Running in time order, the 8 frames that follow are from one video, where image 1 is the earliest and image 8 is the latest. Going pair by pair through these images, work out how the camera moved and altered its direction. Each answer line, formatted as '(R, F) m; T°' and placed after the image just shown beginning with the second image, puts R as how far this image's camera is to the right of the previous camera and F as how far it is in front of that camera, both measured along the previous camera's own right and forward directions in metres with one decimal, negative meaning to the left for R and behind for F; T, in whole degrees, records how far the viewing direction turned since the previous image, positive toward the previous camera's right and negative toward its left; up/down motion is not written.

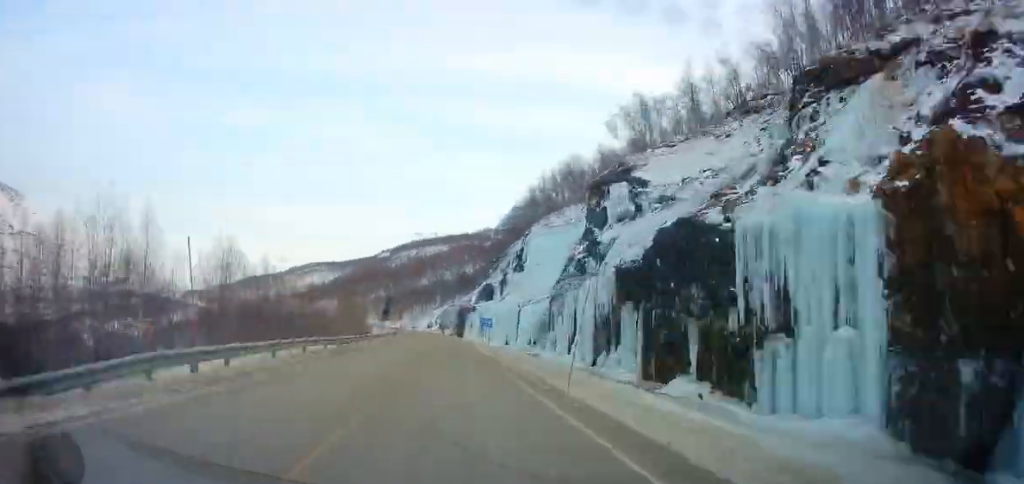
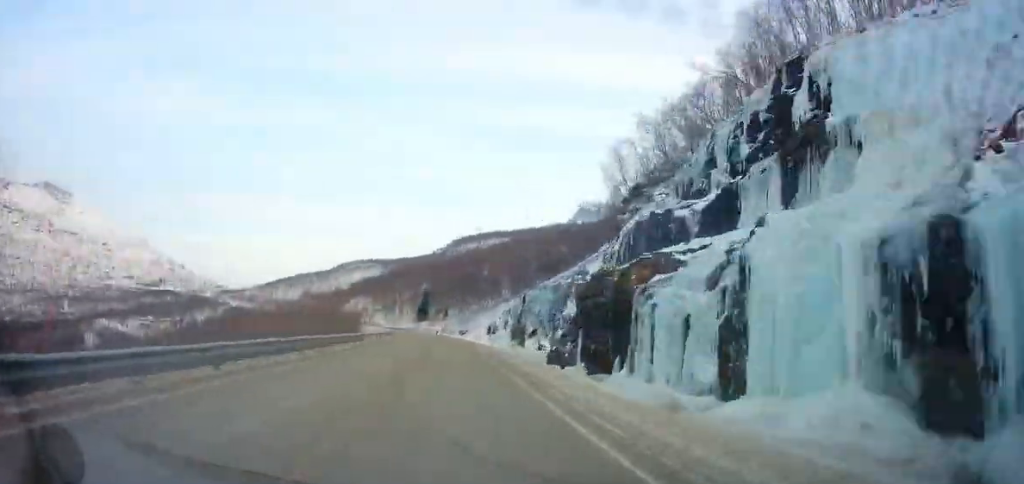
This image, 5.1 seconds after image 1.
(0.0, +111.4) m; -6°
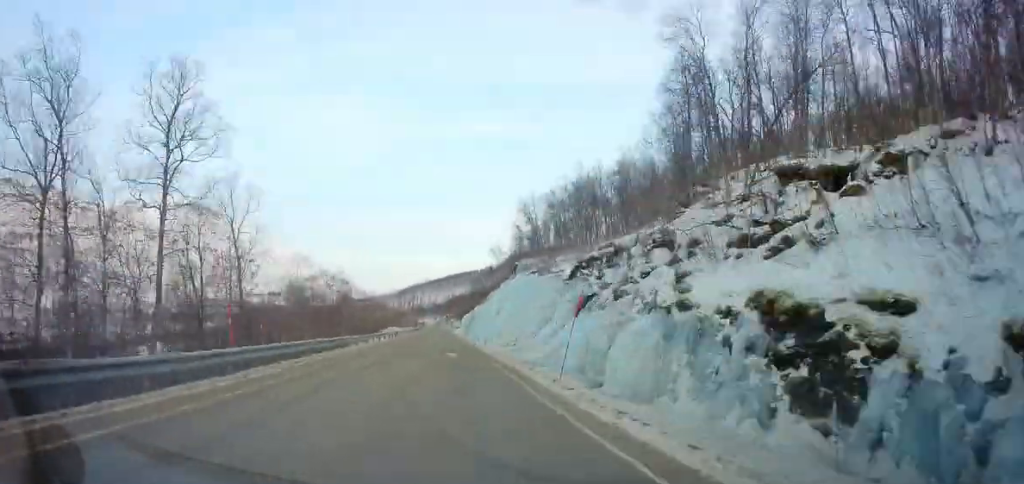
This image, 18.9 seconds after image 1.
(-44.8, +302.8) m; -12°
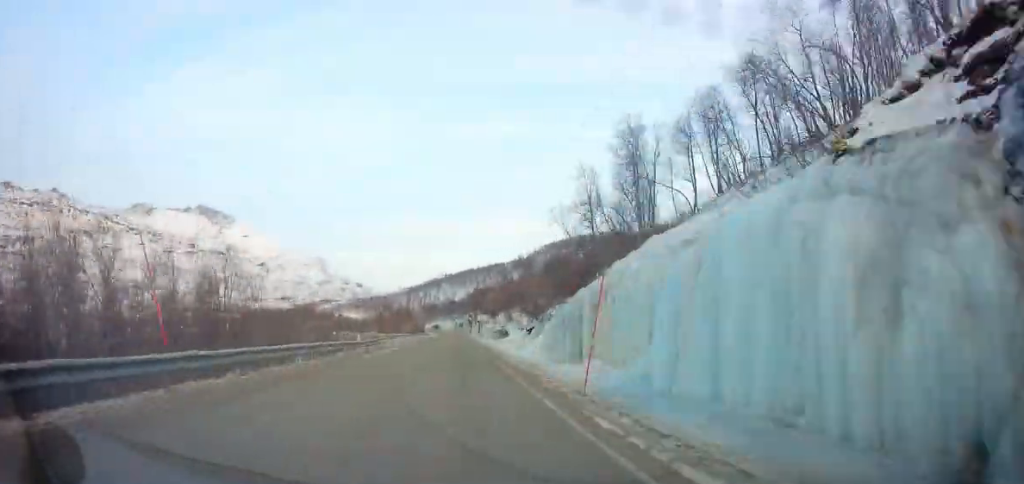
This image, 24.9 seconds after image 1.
(-3.9, +135.5) m; -3°
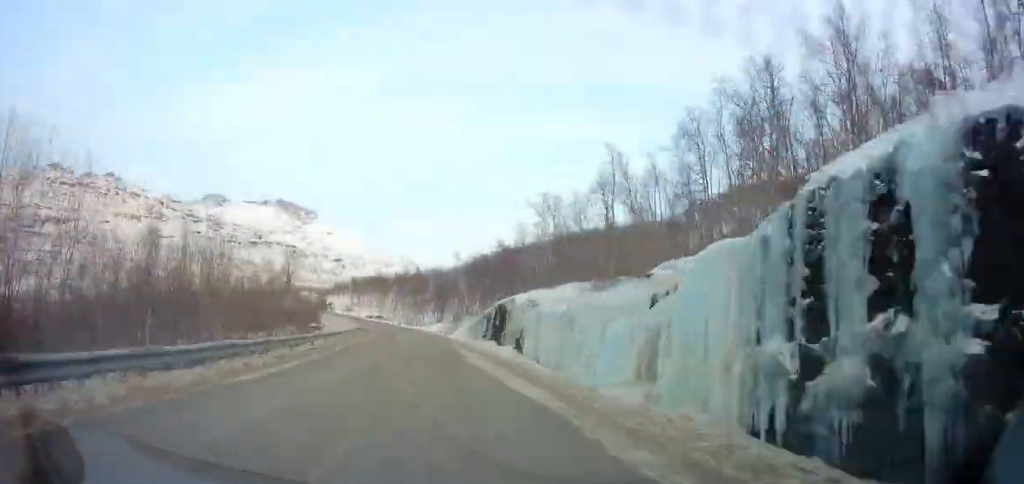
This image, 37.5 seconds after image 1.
(-28.9, +270.5) m; -14°
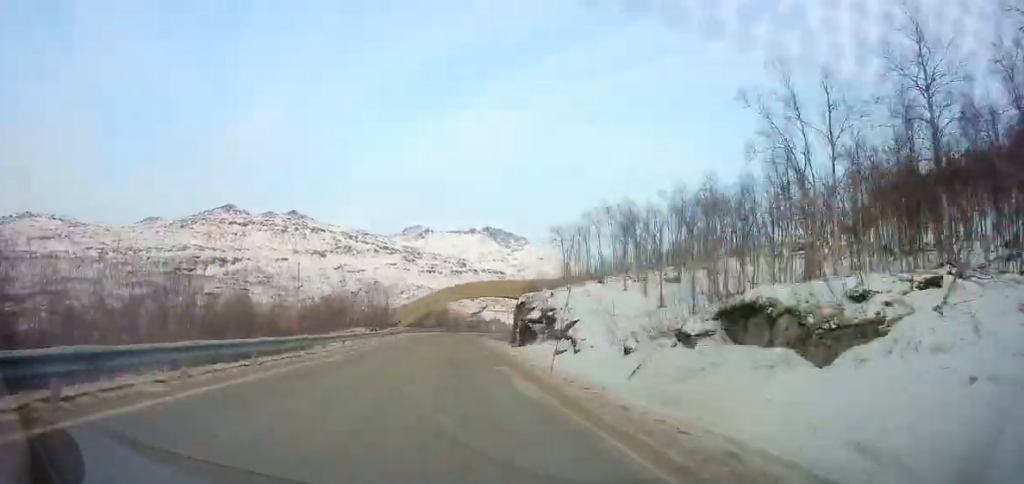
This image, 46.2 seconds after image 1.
(-17.4, +180.8) m; 0°
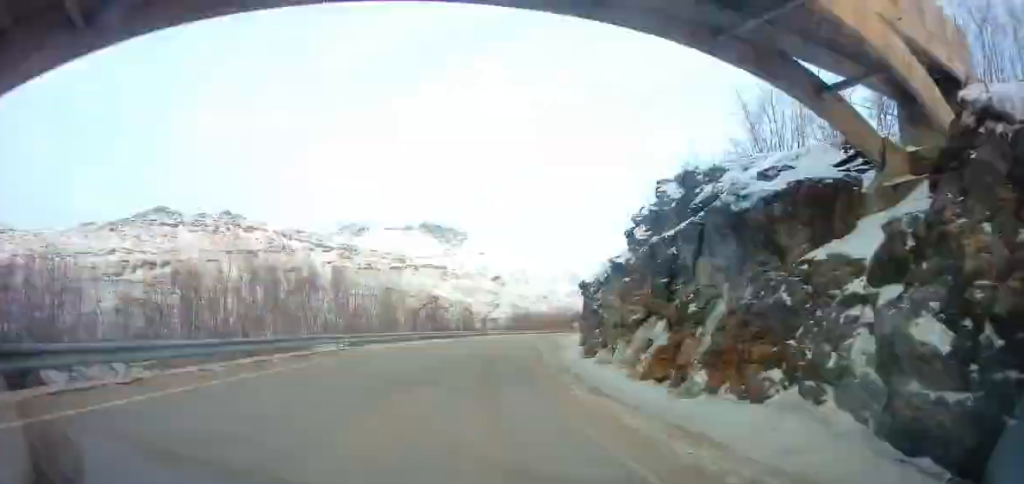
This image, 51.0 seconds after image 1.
(-11.6, +97.6) m; +6°
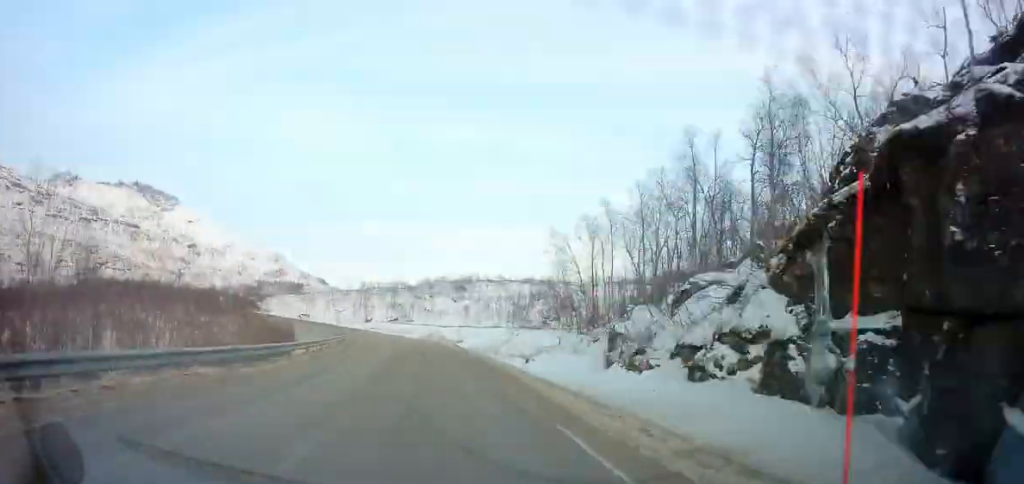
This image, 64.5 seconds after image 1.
(+42.1, +262.3) m; -2°
